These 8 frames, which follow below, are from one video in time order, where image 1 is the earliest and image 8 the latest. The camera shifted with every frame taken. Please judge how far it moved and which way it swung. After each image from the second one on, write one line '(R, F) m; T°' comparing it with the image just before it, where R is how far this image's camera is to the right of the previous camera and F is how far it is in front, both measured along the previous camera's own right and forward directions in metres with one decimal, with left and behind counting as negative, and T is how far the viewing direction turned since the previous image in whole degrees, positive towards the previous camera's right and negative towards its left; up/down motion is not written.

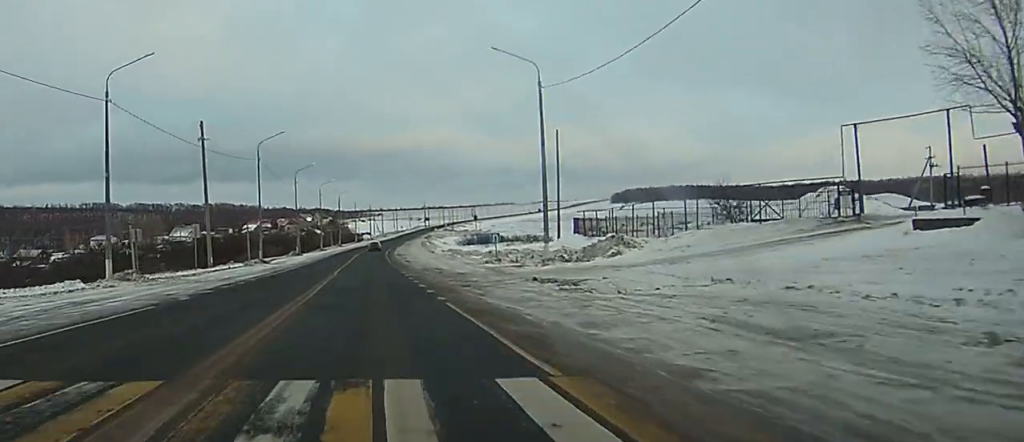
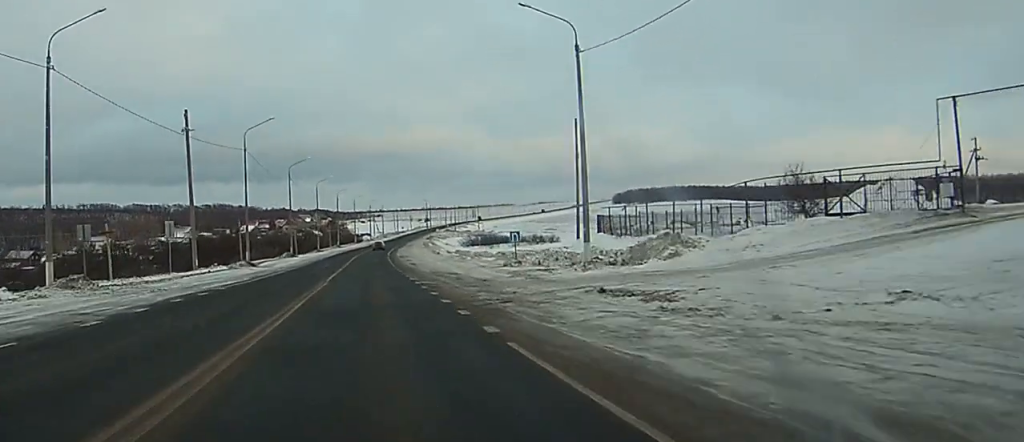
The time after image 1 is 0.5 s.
(0.0, +9.0) m; 0°
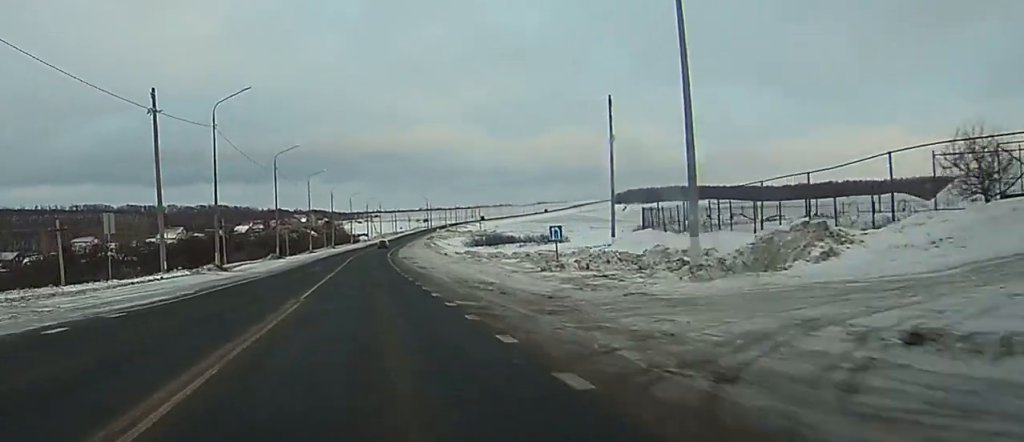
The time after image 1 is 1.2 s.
(0.0, +13.6) m; 0°
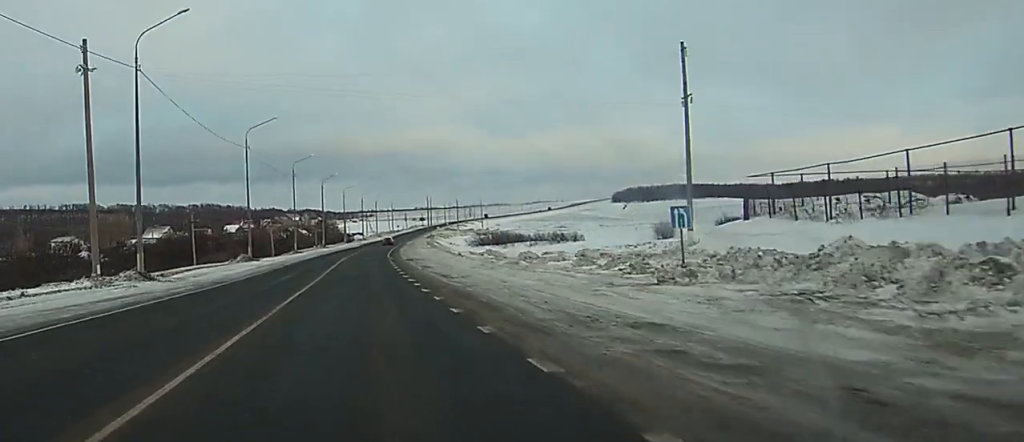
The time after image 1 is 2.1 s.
(0.0, +18.9) m; 0°
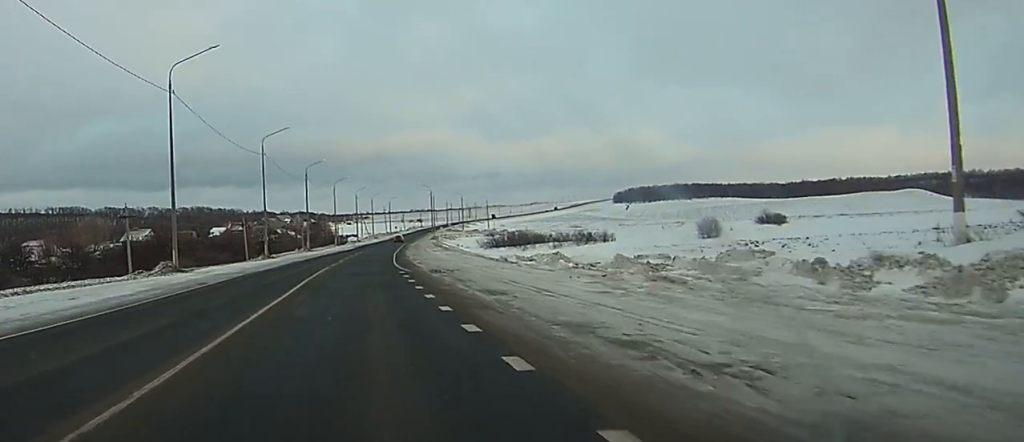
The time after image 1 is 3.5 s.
(-0.1, +27.2) m; 0°
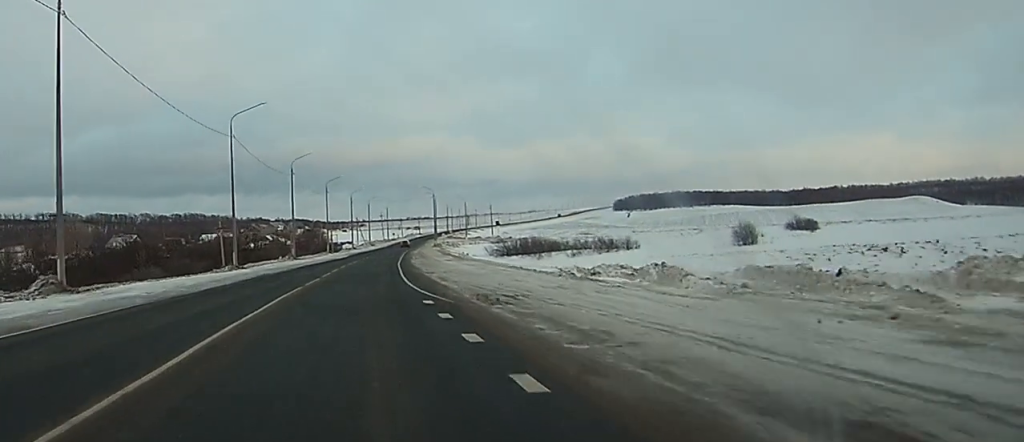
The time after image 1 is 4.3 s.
(+0.1, +16.9) m; 0°
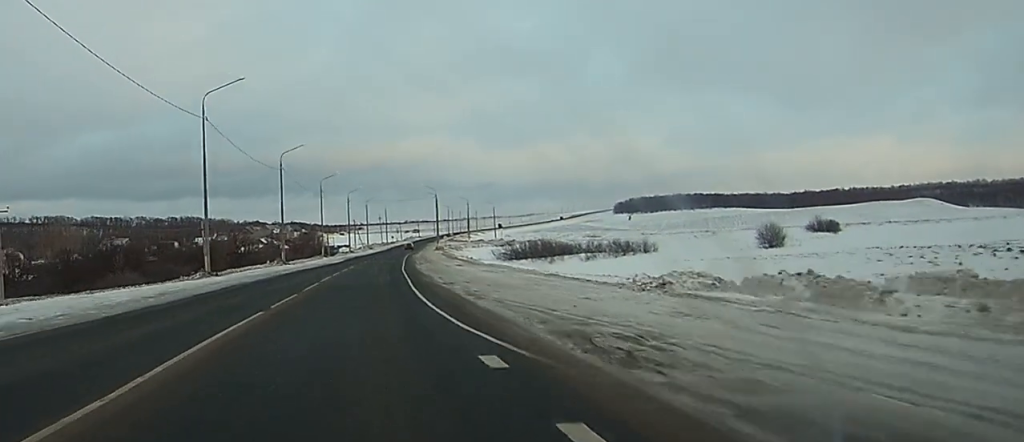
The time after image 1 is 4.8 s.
(0.0, +10.2) m; 0°
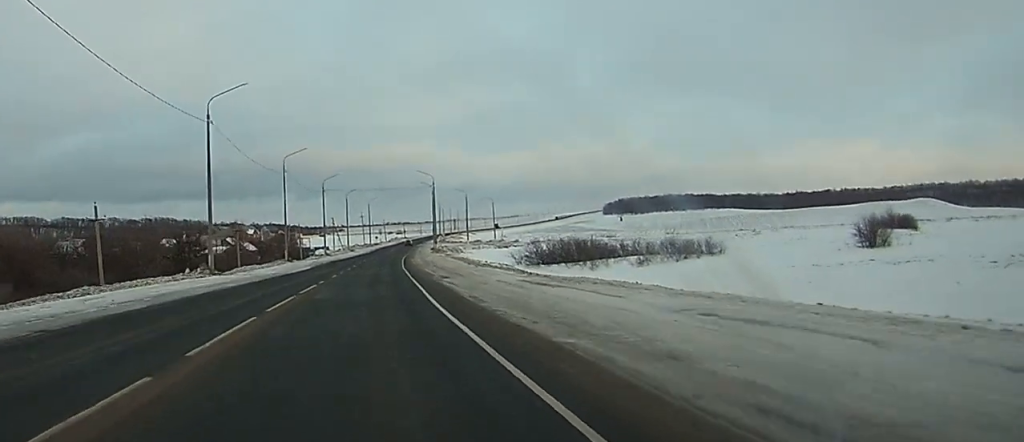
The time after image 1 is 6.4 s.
(+0.3, +33.2) m; +1°
